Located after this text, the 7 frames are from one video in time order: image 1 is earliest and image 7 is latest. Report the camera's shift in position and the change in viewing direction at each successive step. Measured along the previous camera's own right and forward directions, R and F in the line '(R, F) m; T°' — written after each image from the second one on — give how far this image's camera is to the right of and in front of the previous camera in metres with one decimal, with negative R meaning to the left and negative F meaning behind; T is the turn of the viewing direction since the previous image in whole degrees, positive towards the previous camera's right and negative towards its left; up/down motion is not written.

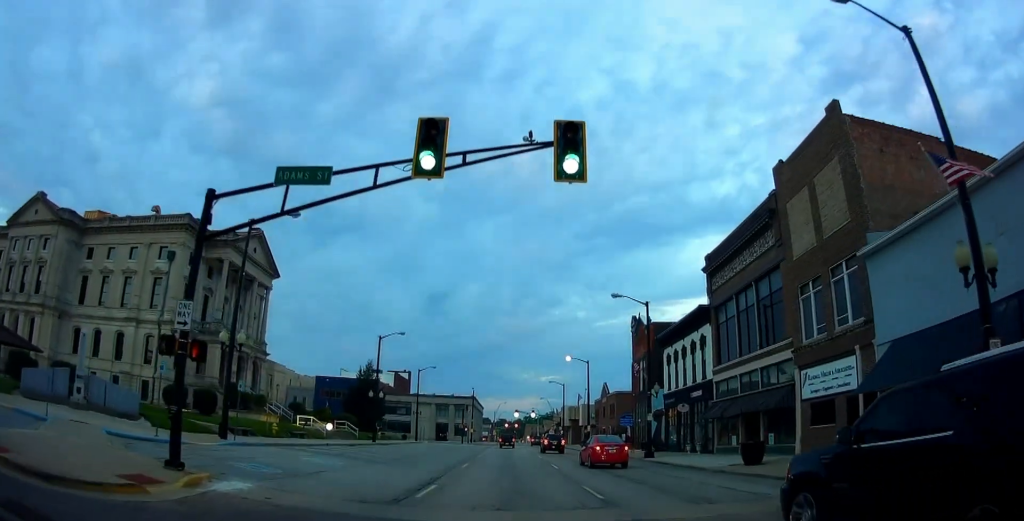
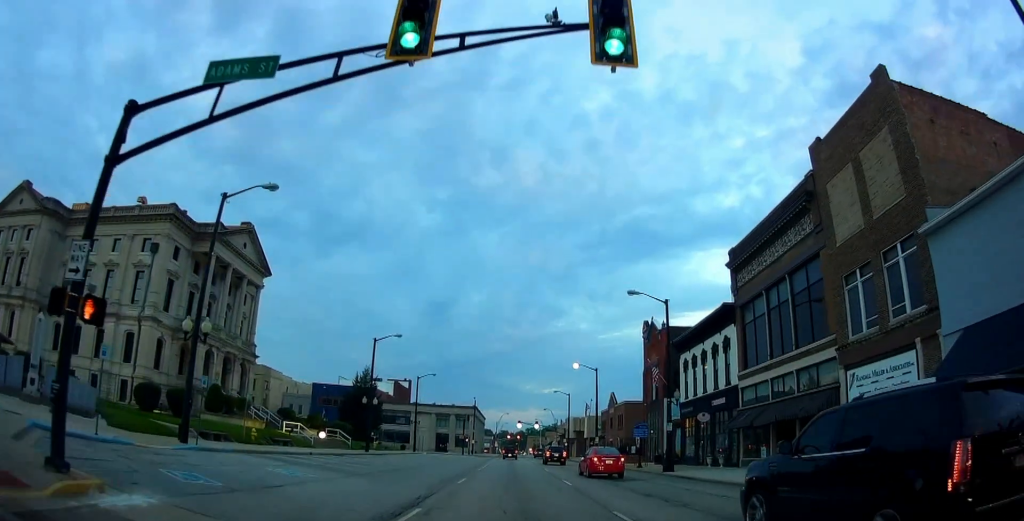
(0.0, +3.8) m; 0°
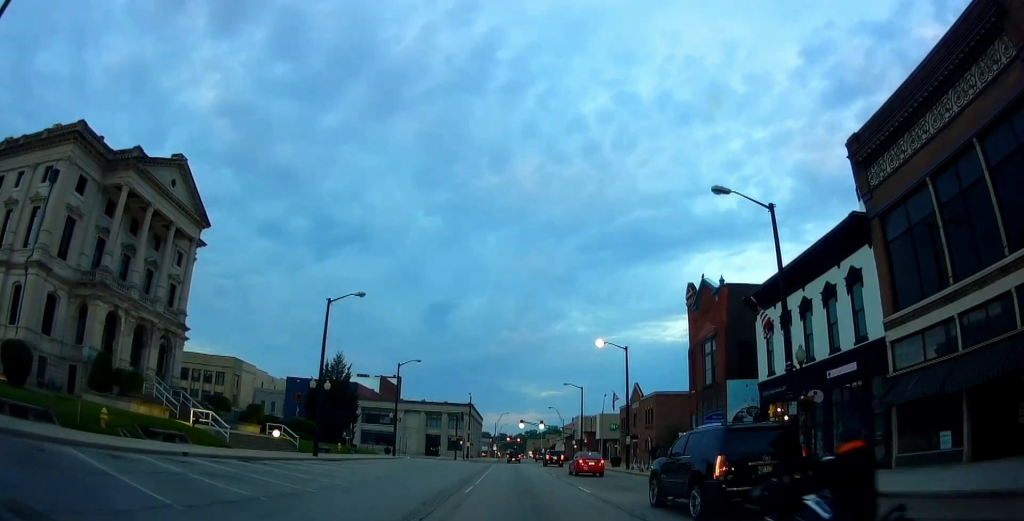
(0.0, +14.5) m; 0°
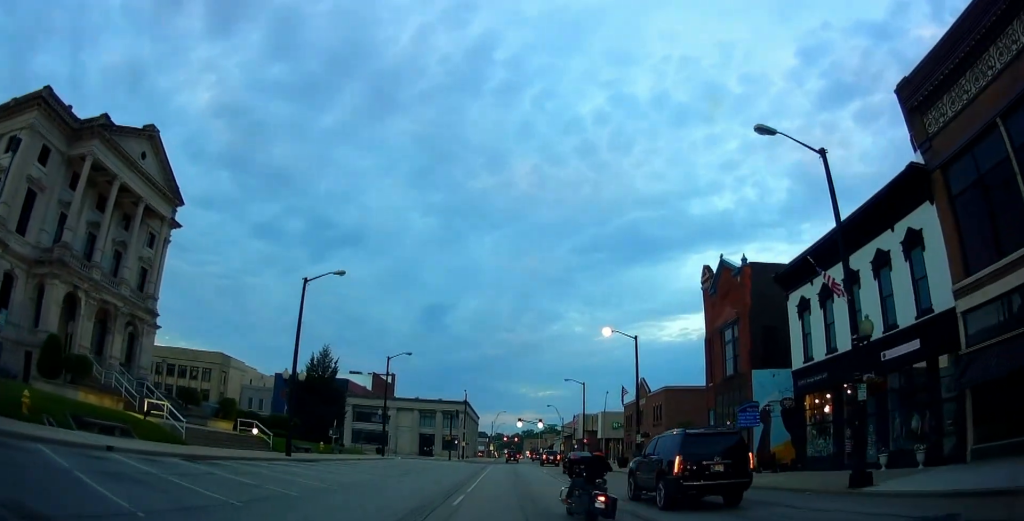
(0.0, +4.4) m; 0°
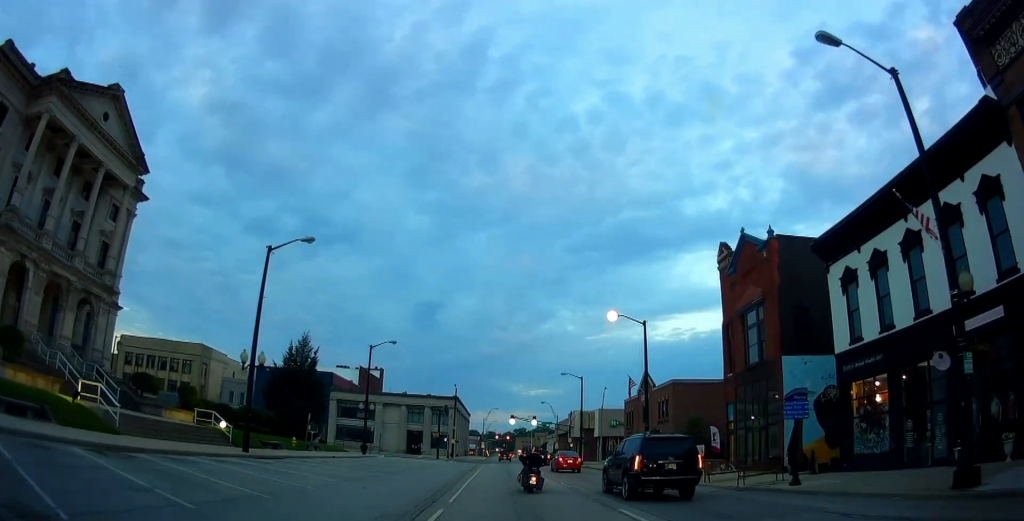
(0.0, +4.8) m; 0°
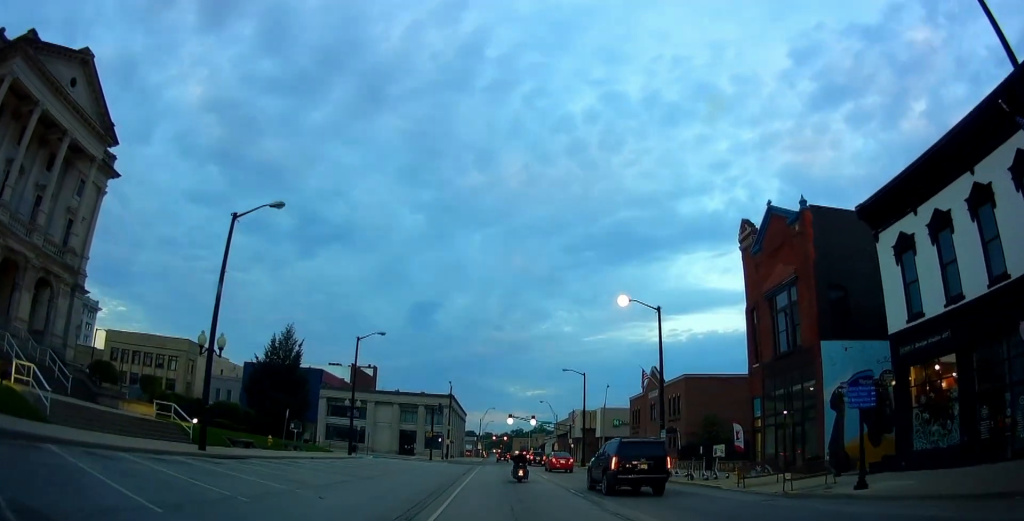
(0.0, +4.1) m; 0°
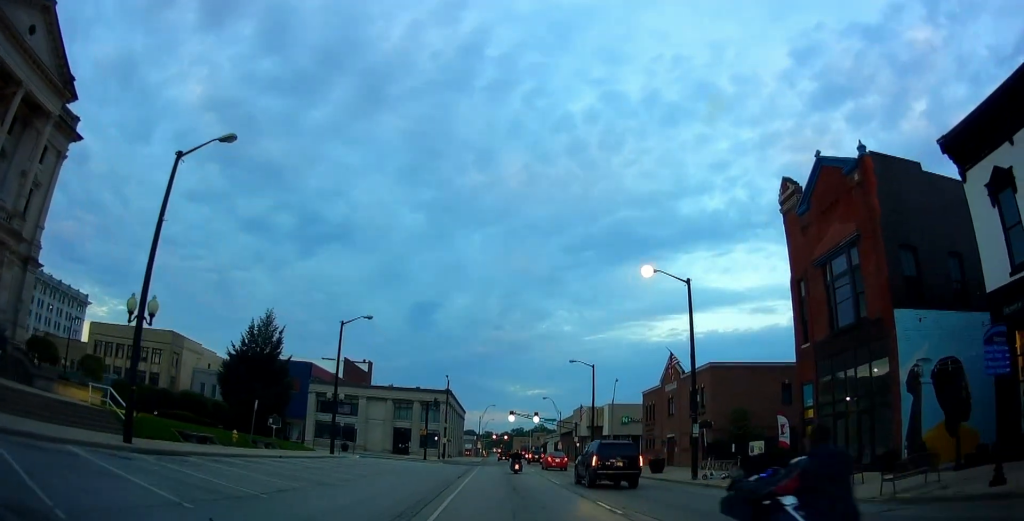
(0.0, +5.5) m; 0°
